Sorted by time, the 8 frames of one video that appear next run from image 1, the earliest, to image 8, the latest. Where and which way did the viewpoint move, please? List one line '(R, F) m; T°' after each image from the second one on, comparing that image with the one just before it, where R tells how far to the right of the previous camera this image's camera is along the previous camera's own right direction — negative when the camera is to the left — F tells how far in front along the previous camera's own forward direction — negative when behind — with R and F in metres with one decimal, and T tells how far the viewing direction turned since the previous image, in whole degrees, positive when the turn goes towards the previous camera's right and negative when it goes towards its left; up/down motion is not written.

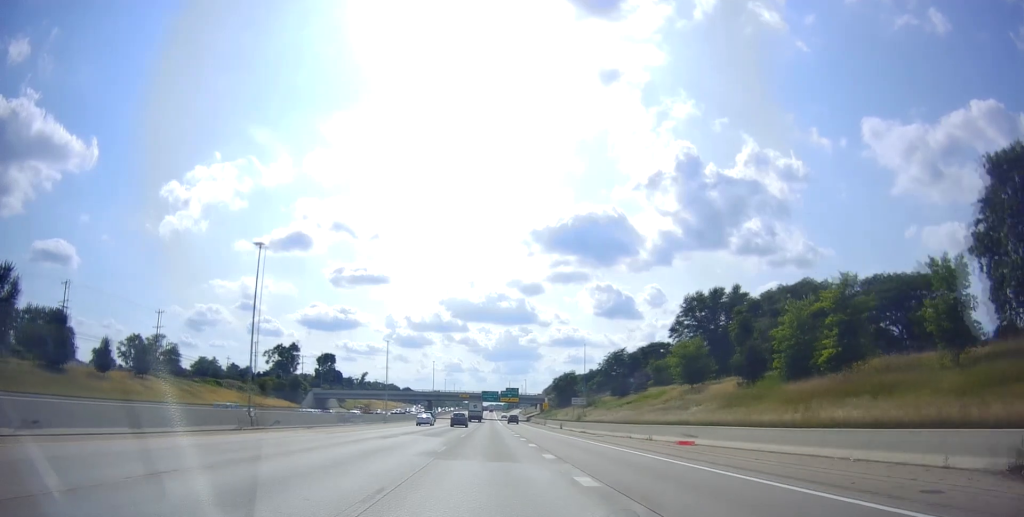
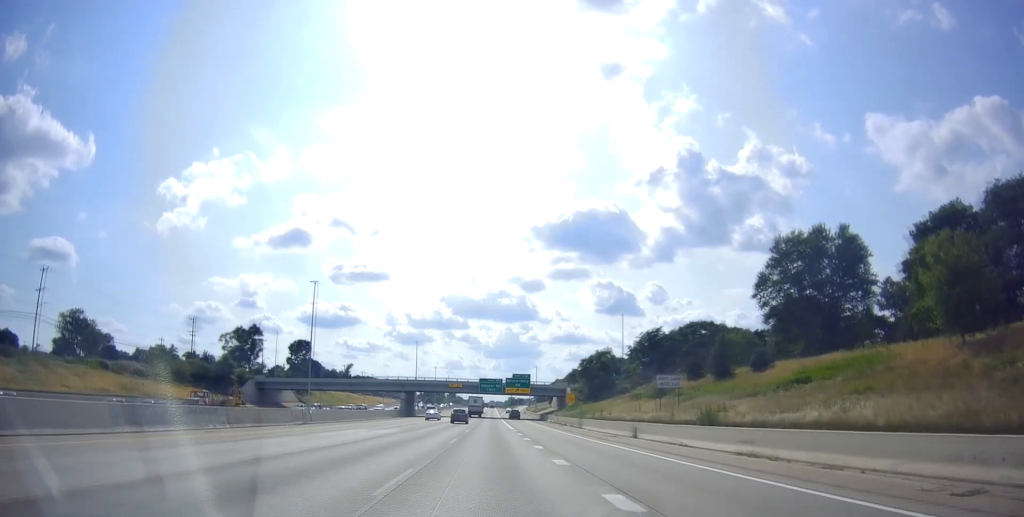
(0.0, +41.0) m; 0°
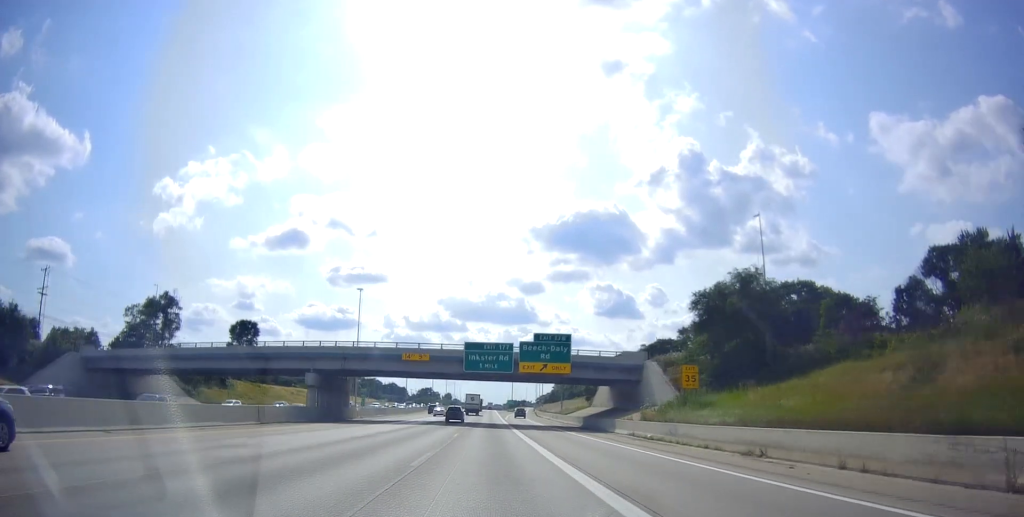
(0.0, +56.9) m; 0°
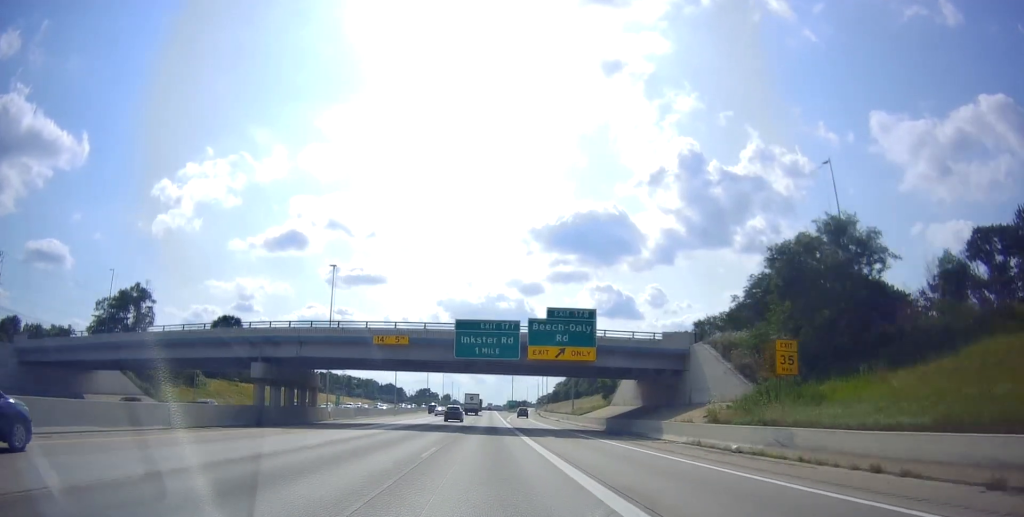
(0.0, +13.1) m; 0°
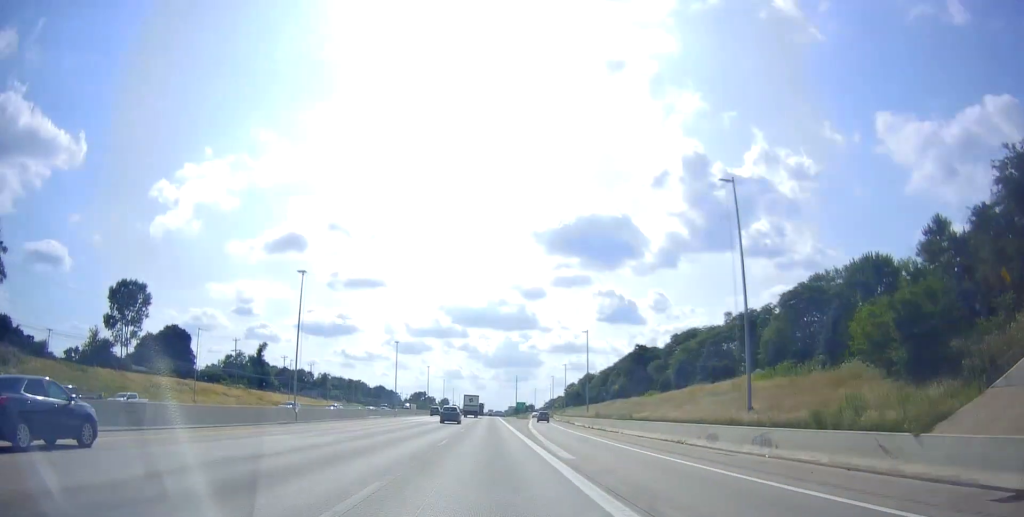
(+0.8, +55.9) m; +1°
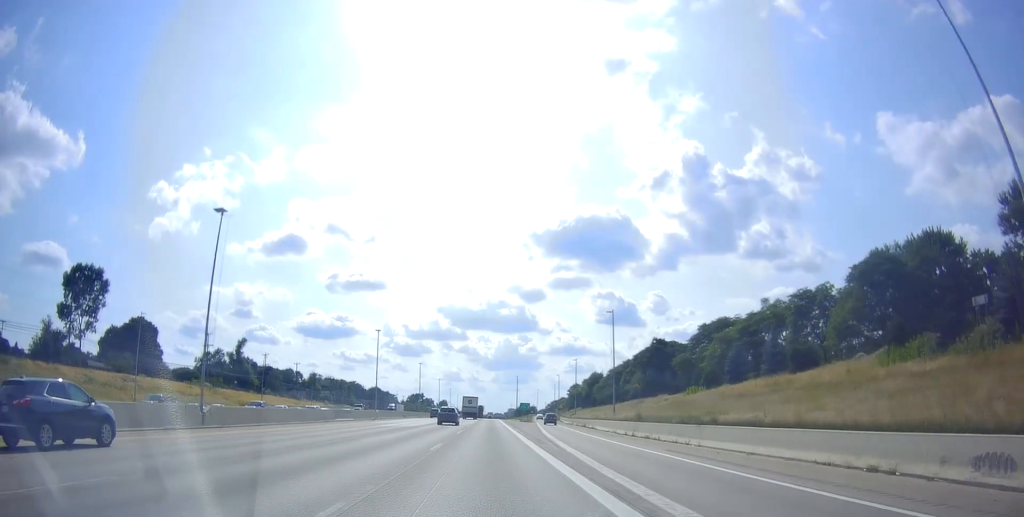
(-0.1, +17.6) m; 0°
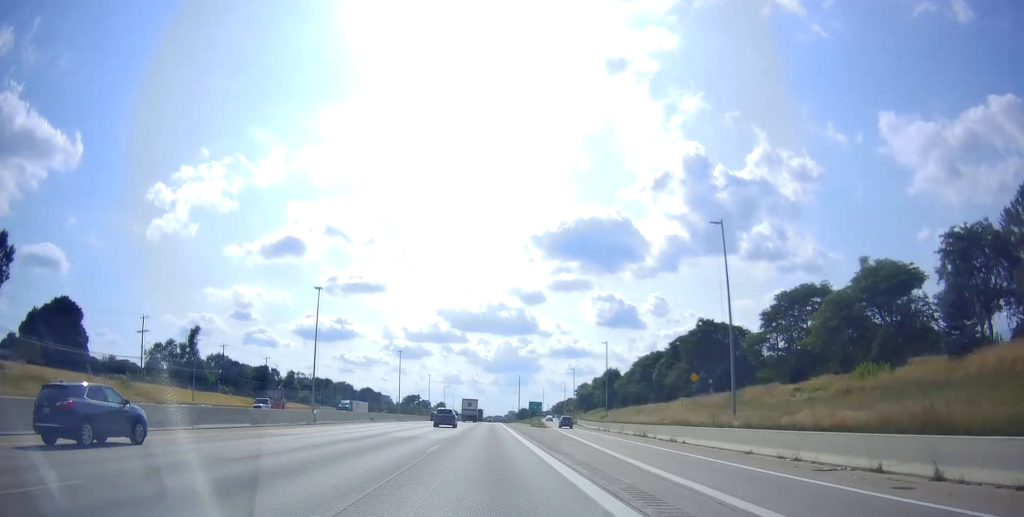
(-0.3, +31.9) m; -1°
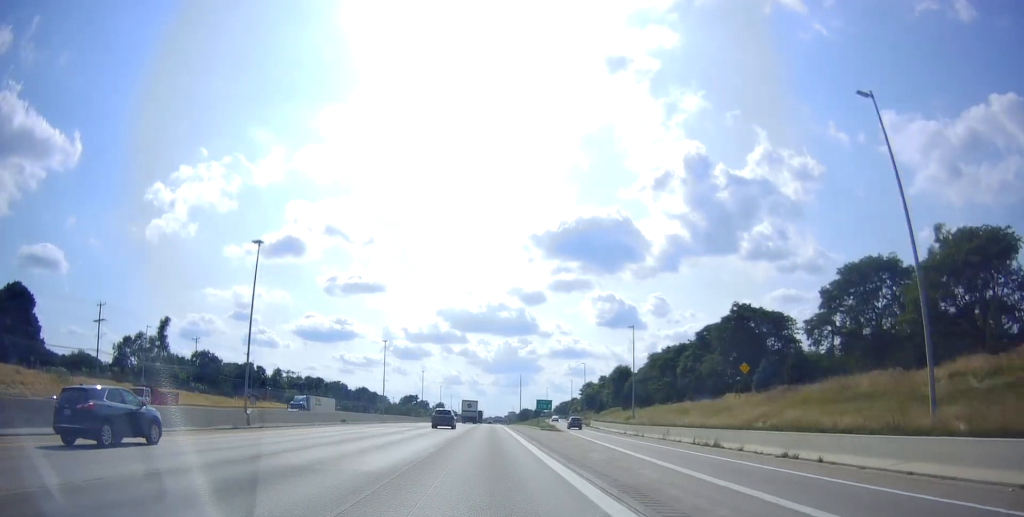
(0.0, +16.3) m; 0°
